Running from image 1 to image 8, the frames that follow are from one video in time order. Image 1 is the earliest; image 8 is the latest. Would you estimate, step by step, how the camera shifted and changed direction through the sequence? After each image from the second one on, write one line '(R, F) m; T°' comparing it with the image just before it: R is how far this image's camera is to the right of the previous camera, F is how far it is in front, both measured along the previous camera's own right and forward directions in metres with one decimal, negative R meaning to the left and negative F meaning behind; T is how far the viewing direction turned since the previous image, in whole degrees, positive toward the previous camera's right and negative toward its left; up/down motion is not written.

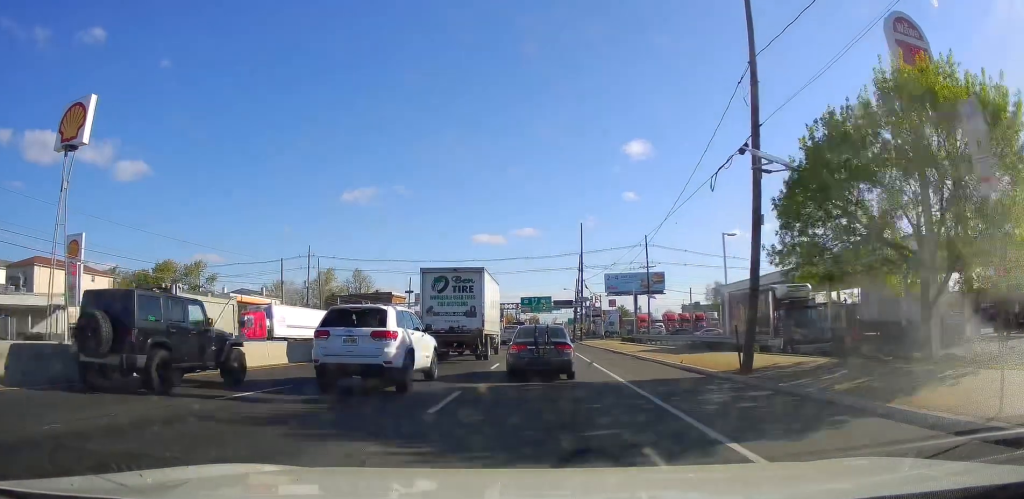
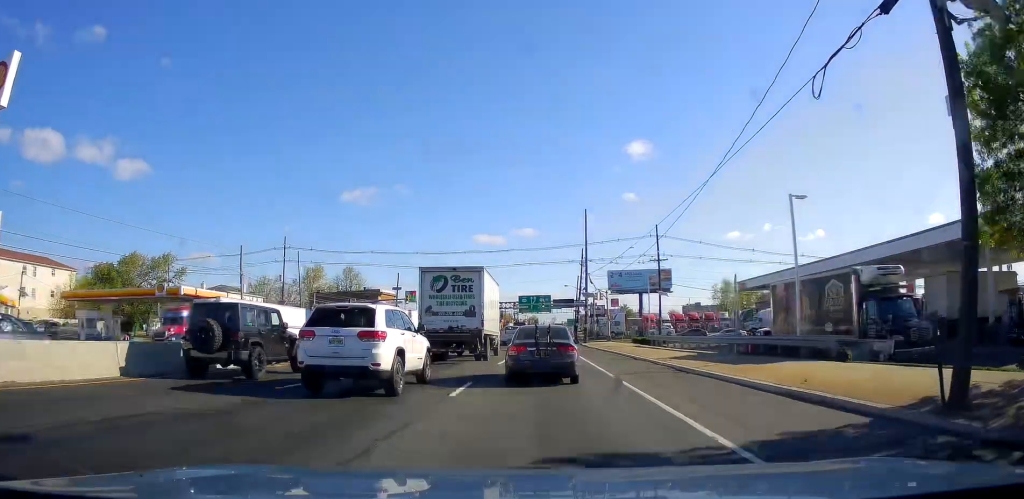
(-0.1, +9.1) m; 0°
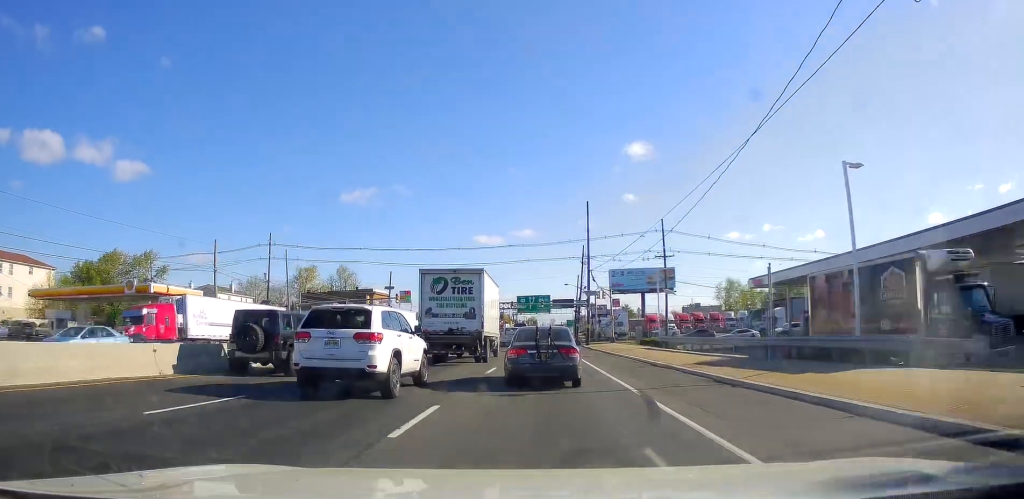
(0.0, +4.5) m; +1°
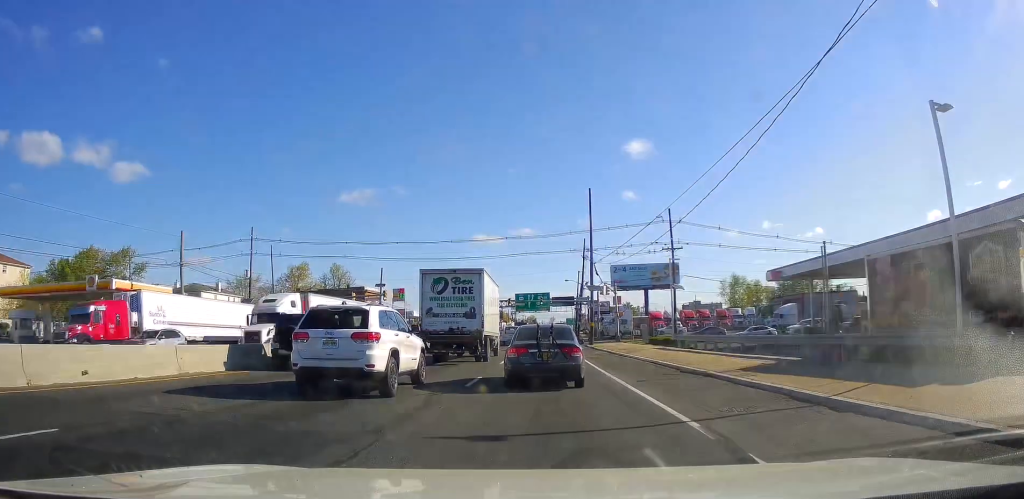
(+0.1, +5.2) m; 0°
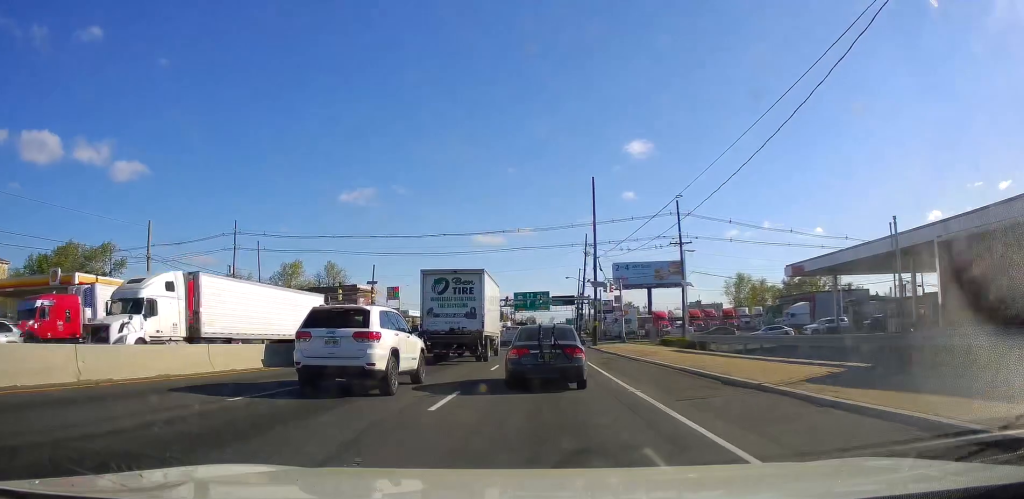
(+0.1, +4.4) m; 0°
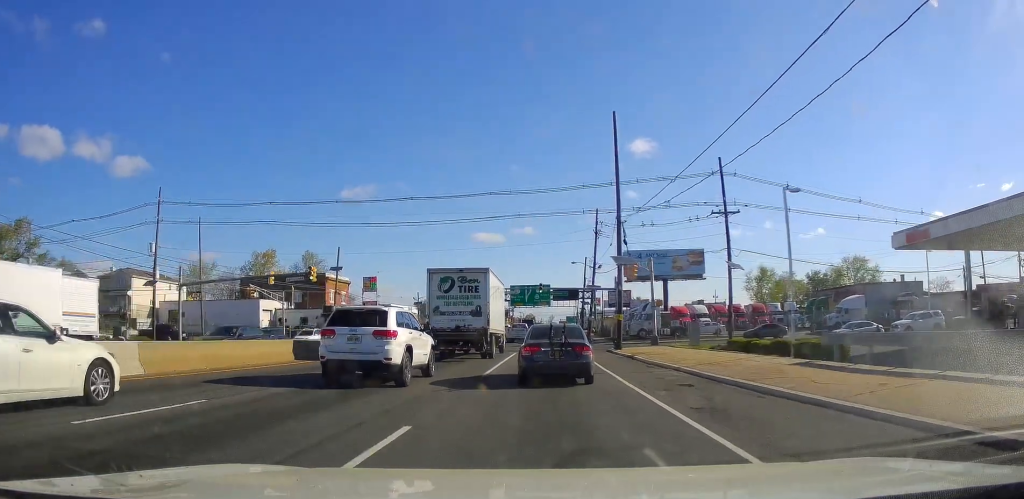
(-0.8, +16.5) m; -4°
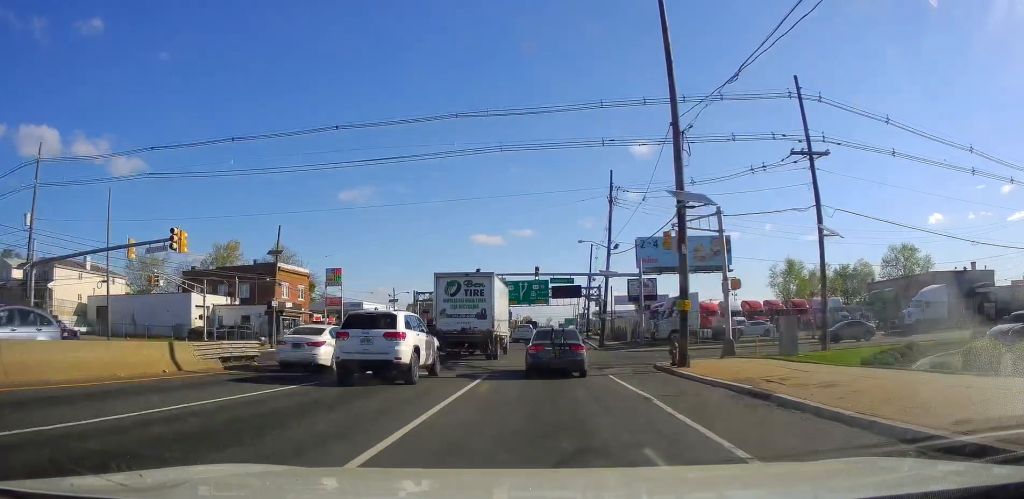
(+0.6, +17.0) m; +3°
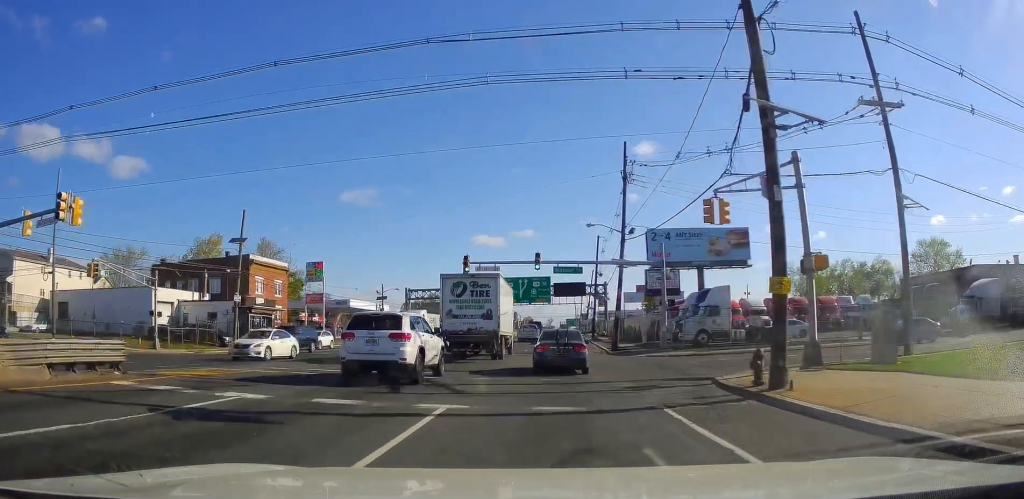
(+0.1, +7.7) m; -1°
